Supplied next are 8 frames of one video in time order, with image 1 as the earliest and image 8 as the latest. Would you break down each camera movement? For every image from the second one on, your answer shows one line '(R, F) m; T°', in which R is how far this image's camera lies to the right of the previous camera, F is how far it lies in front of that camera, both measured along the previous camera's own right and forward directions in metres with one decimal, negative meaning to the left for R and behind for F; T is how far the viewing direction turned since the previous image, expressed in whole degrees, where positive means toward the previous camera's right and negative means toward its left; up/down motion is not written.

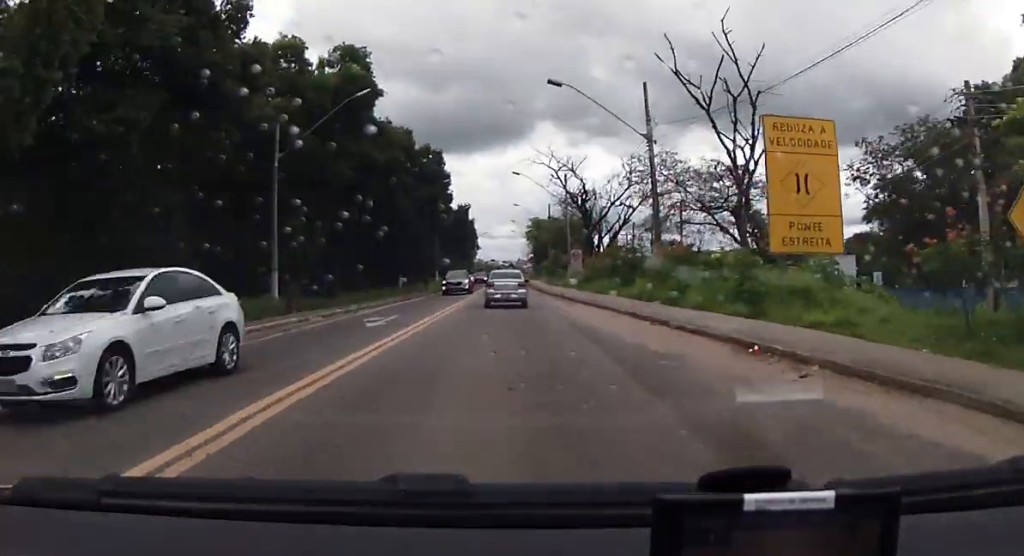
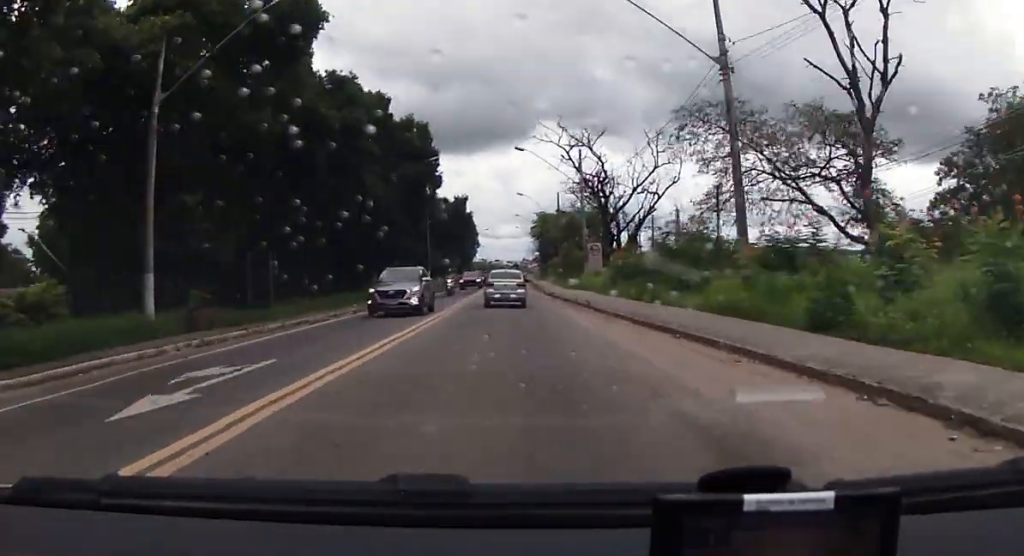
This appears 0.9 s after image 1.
(0.0, +12.1) m; 0°
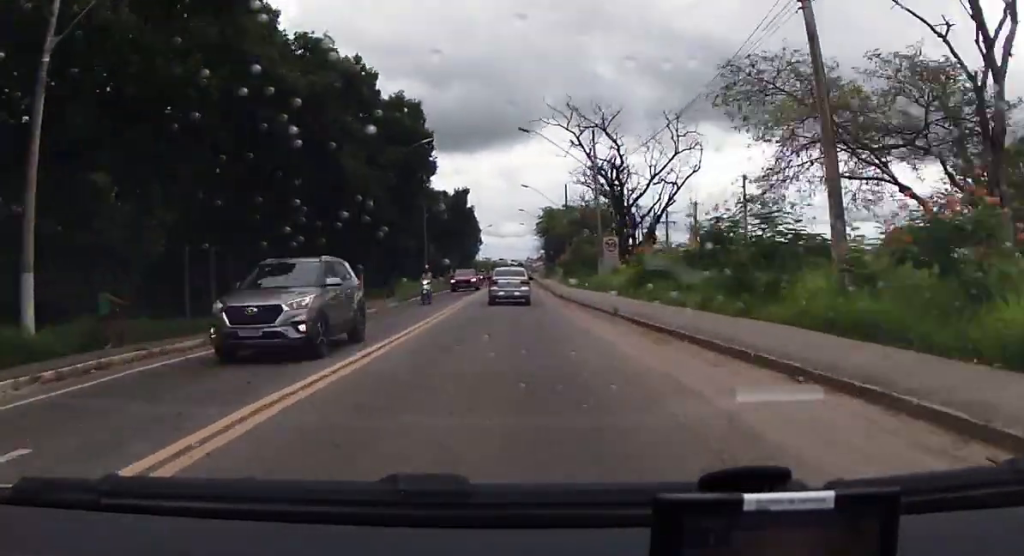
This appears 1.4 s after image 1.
(0.0, +6.3) m; -1°
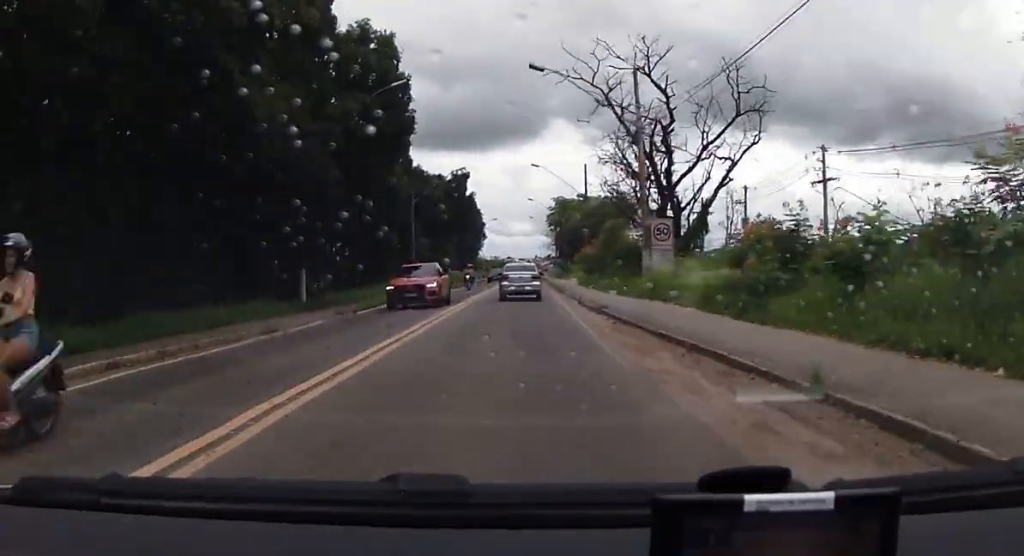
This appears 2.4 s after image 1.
(-0.2, +13.7) m; -1°
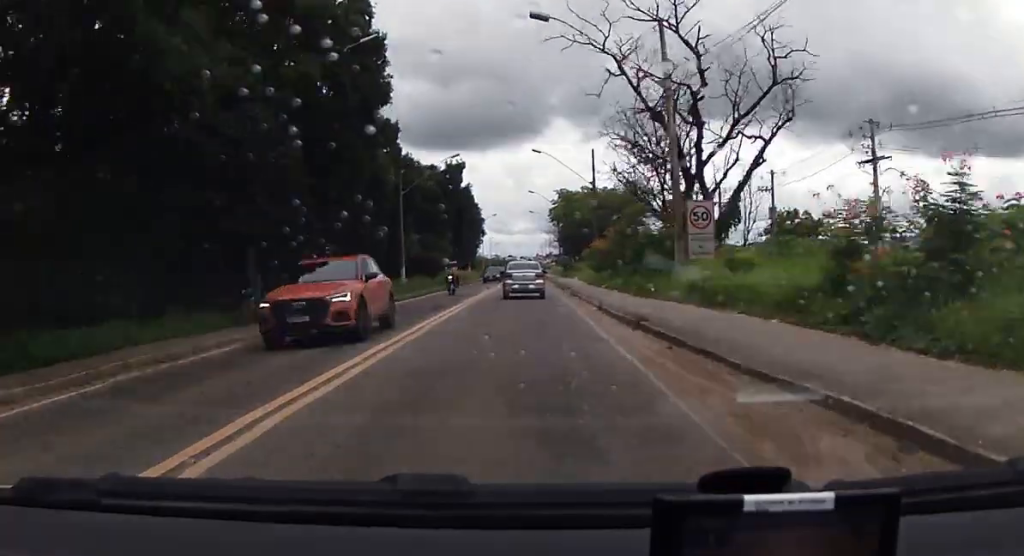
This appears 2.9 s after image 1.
(-0.2, +6.5) m; 0°
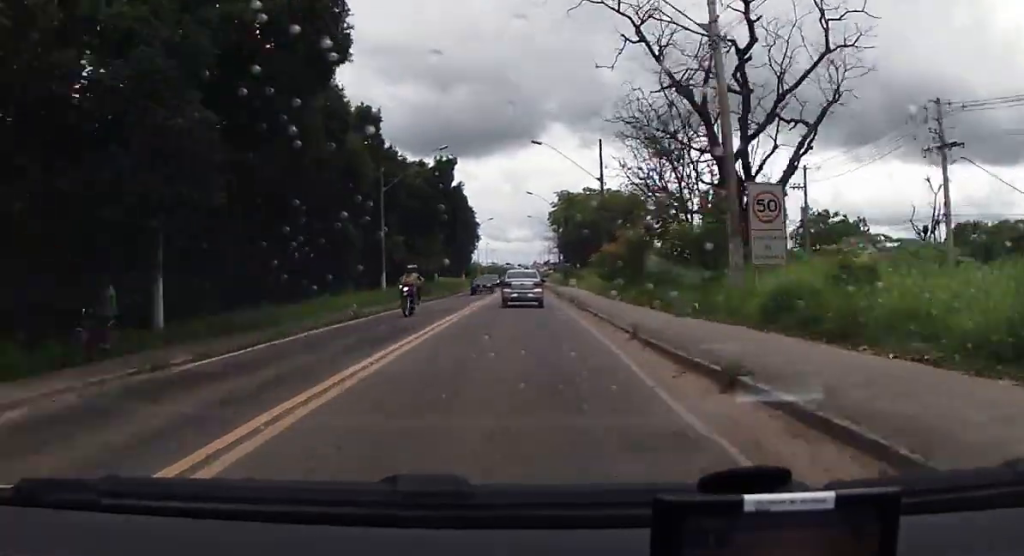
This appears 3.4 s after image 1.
(+0.1, +6.9) m; 0°
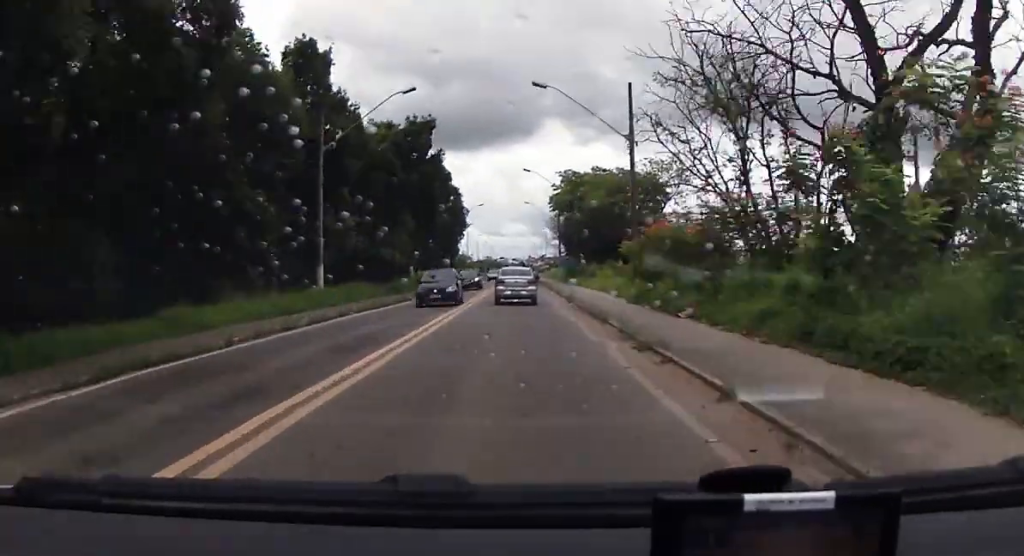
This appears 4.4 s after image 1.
(+0.2, +14.4) m; 0°
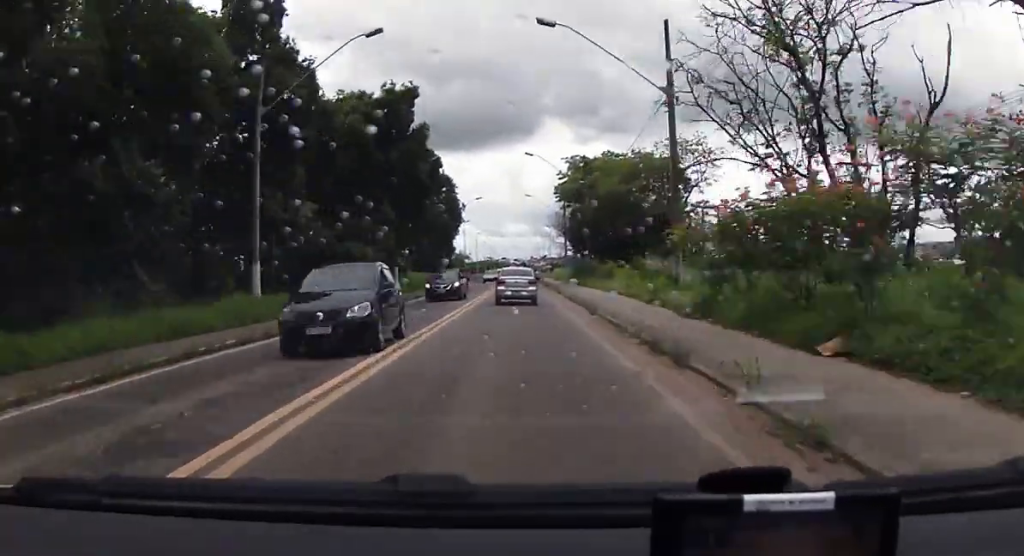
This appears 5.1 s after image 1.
(-0.2, +8.8) m; 0°
